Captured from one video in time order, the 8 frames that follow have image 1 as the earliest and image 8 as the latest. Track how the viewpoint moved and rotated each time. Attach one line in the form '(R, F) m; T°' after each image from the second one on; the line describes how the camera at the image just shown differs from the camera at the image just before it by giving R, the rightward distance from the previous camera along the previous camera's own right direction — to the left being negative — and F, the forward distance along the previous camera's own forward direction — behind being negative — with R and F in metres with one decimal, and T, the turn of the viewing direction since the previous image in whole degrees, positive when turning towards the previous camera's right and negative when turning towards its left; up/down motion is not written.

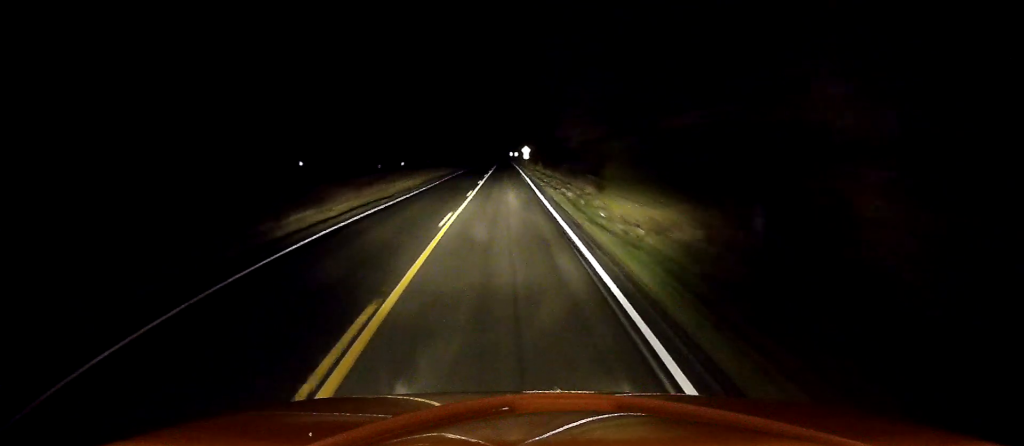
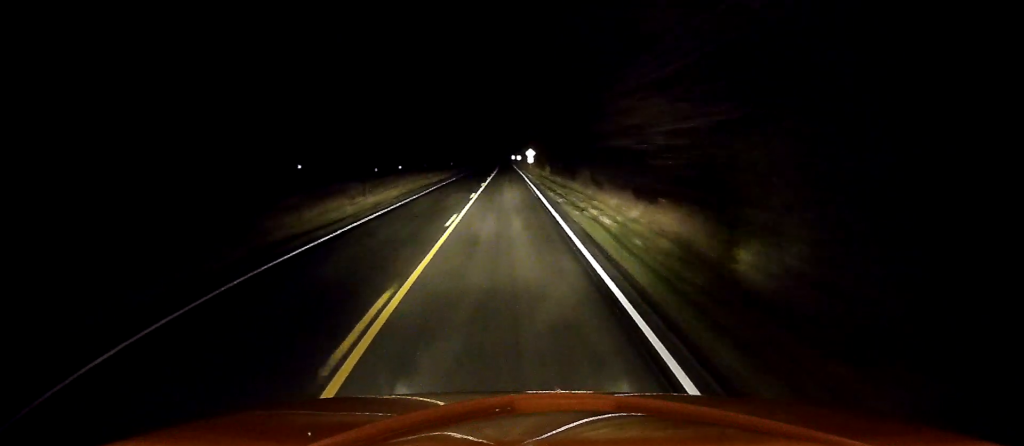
(0.0, +9.9) m; 0°
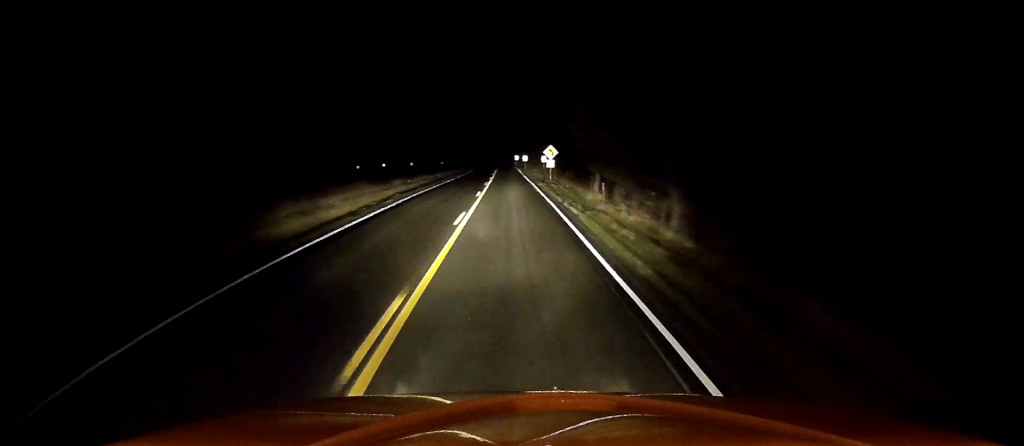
(-0.1, +34.3) m; 0°
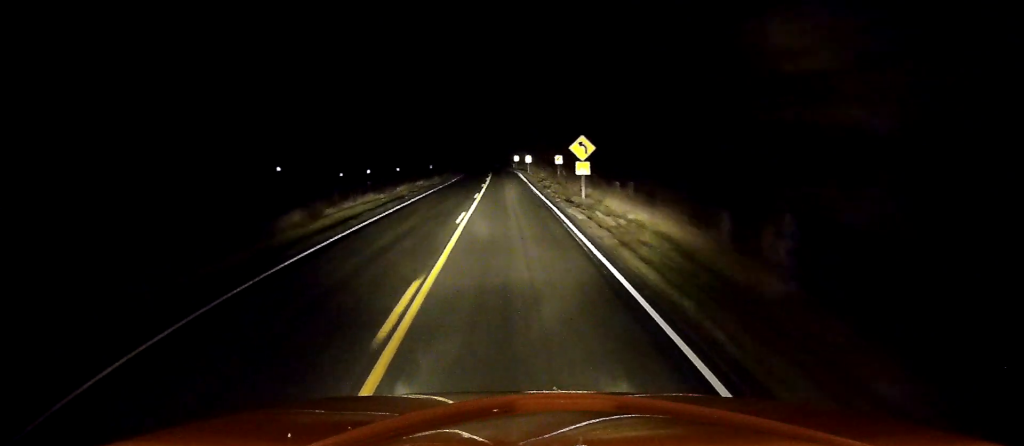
(+0.2, +23.3) m; 0°
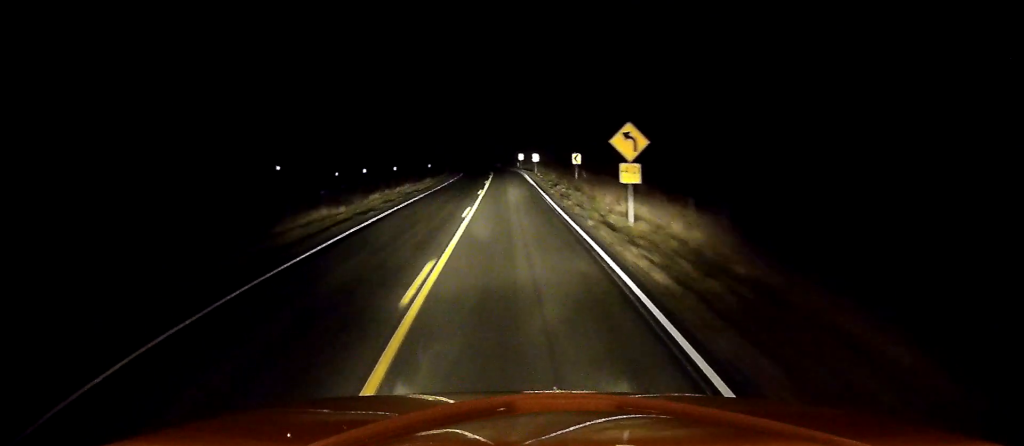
(0.0, +10.9) m; 0°
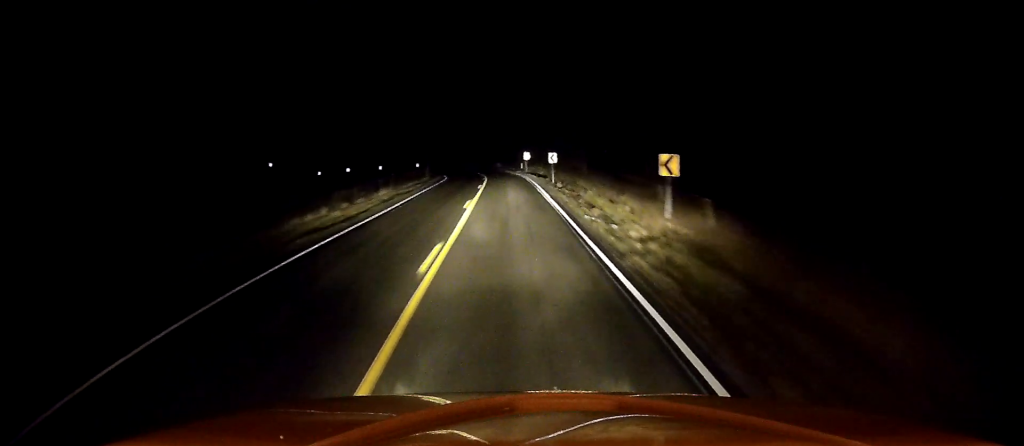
(0.0, +22.0) m; 0°
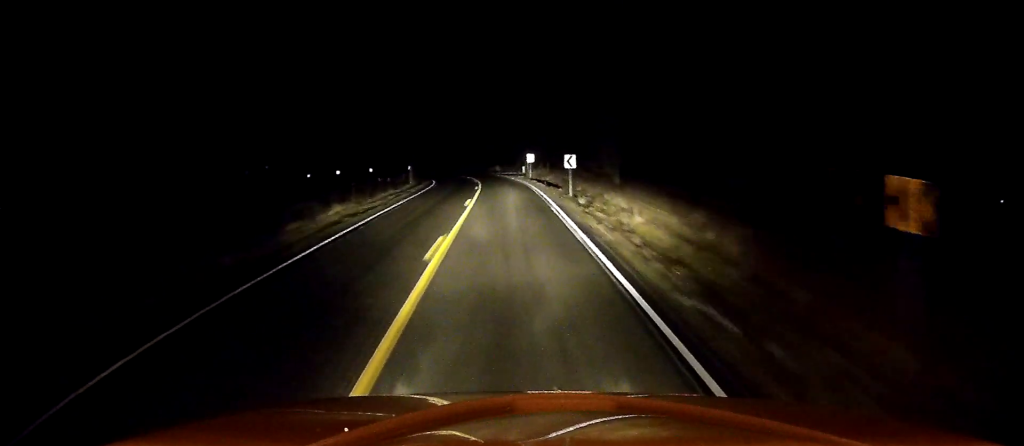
(0.0, +9.9) m; 0°
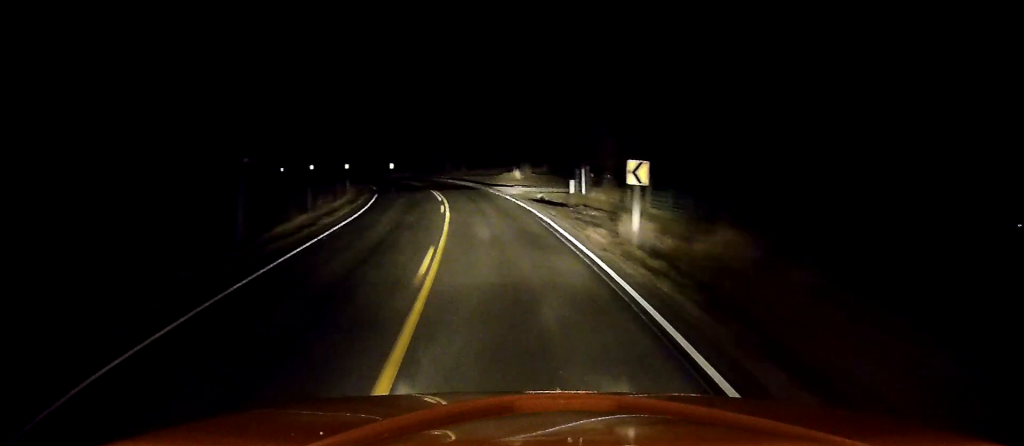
(-0.9, +36.0) m; -4°
